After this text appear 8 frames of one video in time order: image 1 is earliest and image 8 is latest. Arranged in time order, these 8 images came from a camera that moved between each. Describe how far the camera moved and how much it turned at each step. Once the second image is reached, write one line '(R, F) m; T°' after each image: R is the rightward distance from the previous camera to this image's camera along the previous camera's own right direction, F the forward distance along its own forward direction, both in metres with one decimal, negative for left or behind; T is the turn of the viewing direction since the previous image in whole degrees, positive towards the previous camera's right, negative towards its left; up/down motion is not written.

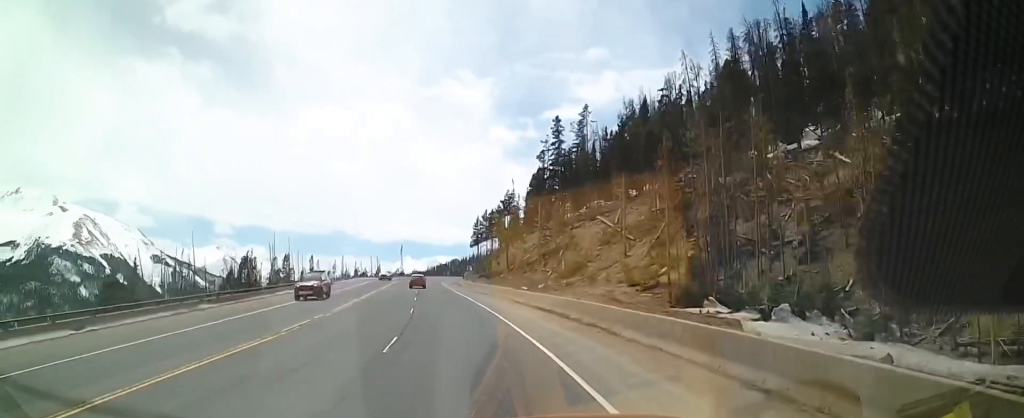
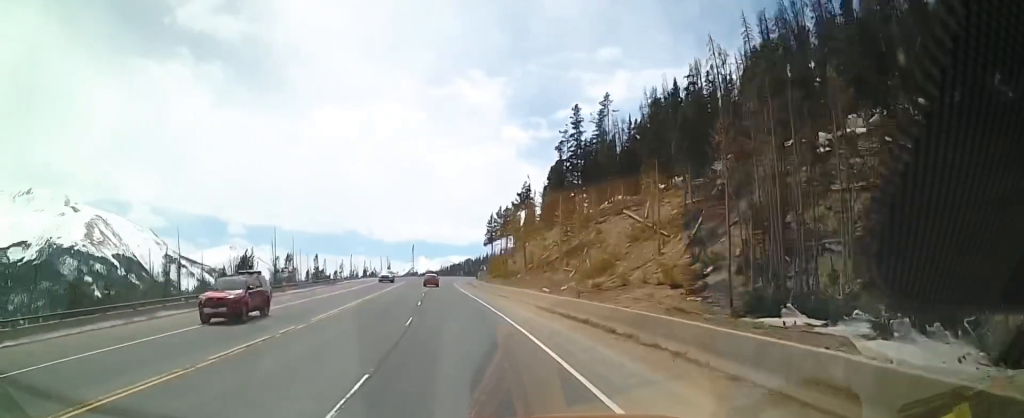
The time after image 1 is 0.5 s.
(0.0, +6.2) m; -2°
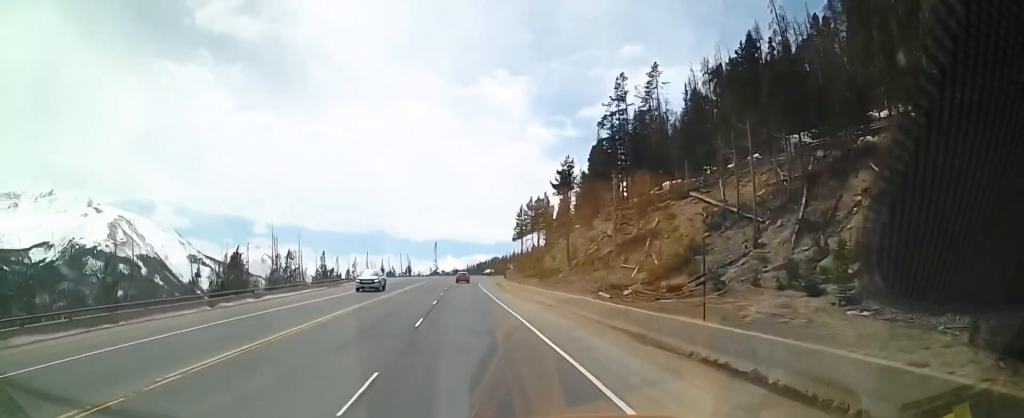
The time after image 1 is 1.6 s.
(-0.4, +12.8) m; -4°
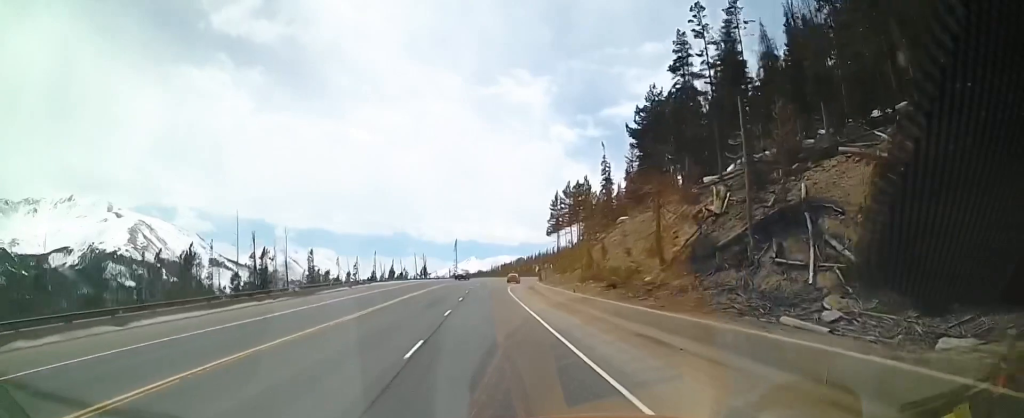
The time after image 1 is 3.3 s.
(-0.5, +19.2) m; -1°
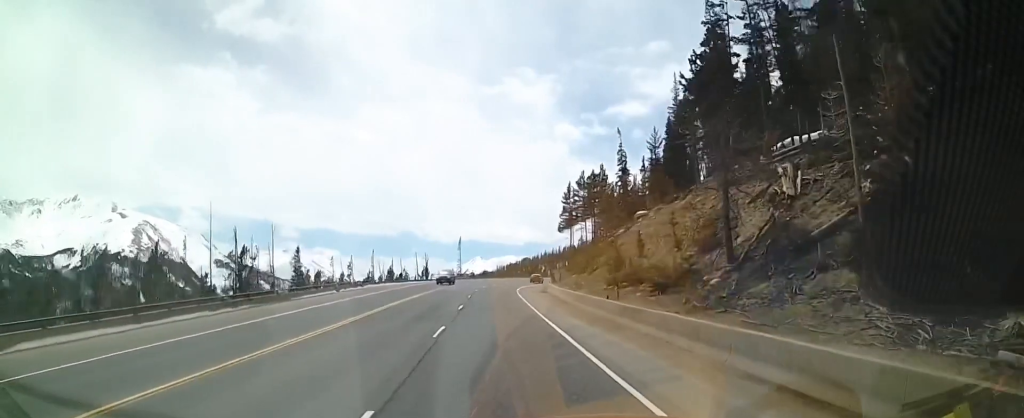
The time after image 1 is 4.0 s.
(0.0, +7.8) m; 0°
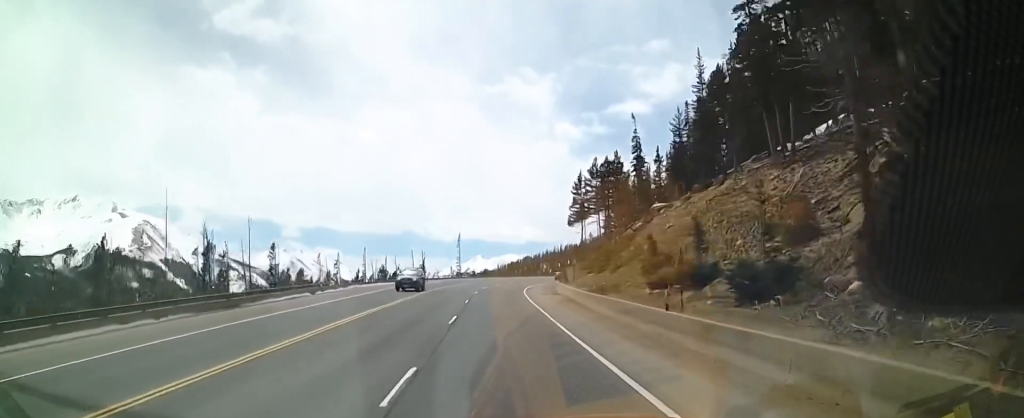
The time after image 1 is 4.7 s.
(0.0, +8.7) m; -1°
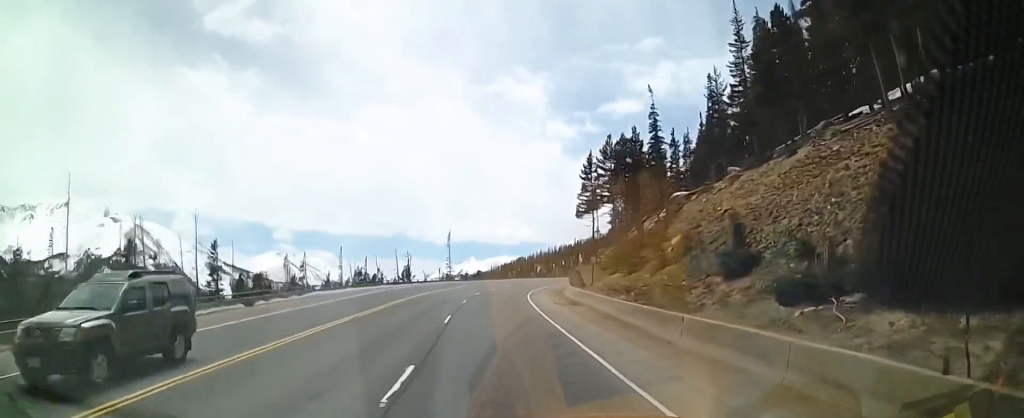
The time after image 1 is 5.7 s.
(-0.3, +12.3) m; 0°
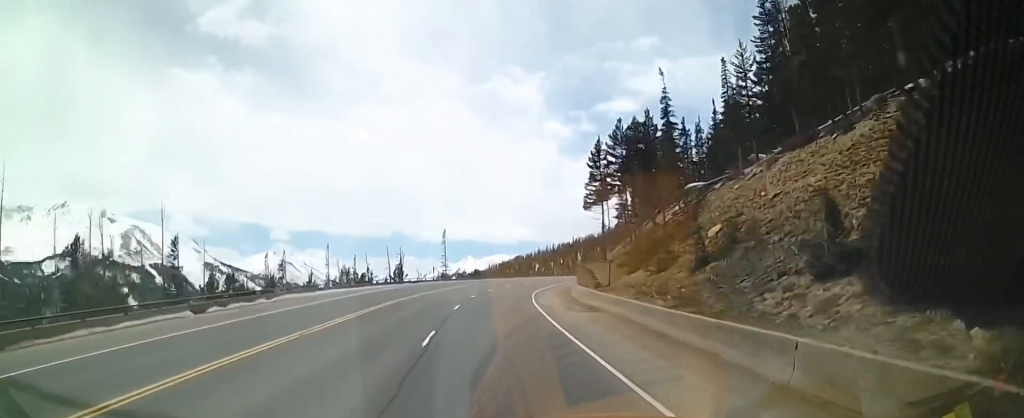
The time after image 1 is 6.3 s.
(0.0, +6.3) m; +1°
